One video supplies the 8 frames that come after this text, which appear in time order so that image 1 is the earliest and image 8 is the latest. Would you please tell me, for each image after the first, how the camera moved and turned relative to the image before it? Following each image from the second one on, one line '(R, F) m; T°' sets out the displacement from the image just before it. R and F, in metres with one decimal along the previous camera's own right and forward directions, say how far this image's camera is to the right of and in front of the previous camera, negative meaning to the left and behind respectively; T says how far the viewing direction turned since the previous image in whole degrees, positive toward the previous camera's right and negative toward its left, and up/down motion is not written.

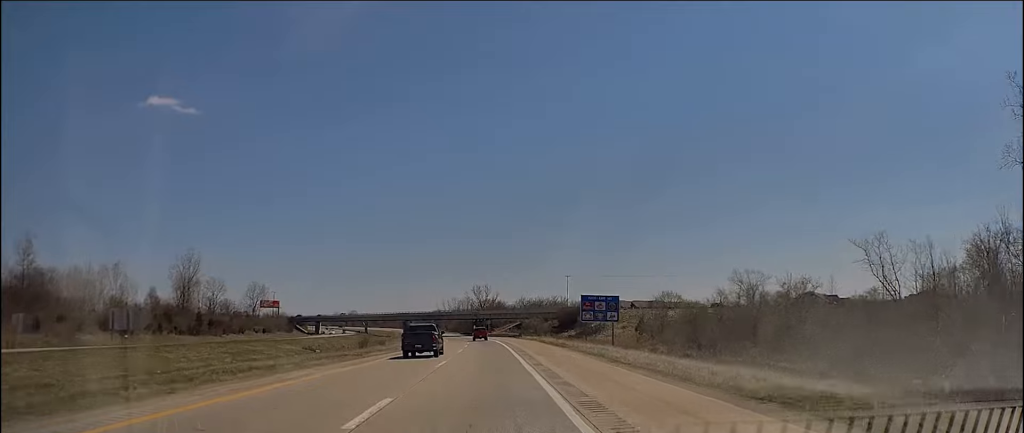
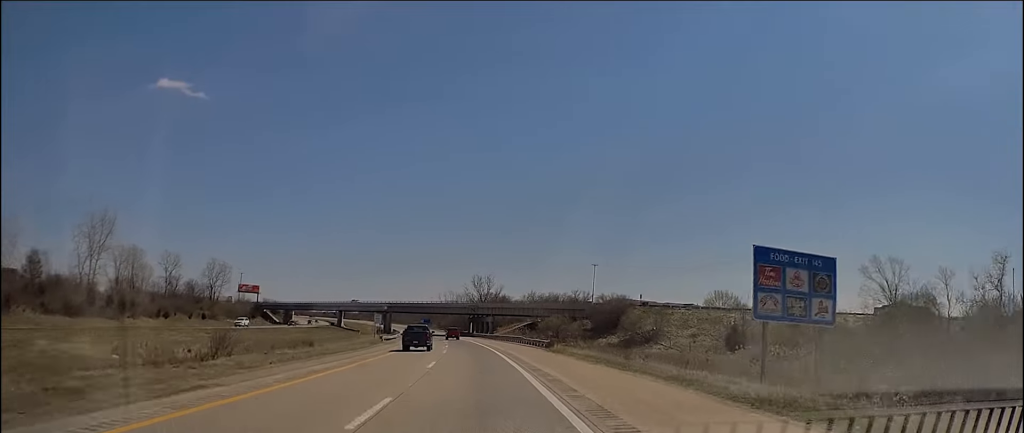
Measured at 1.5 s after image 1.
(+0.3, +44.5) m; 0°
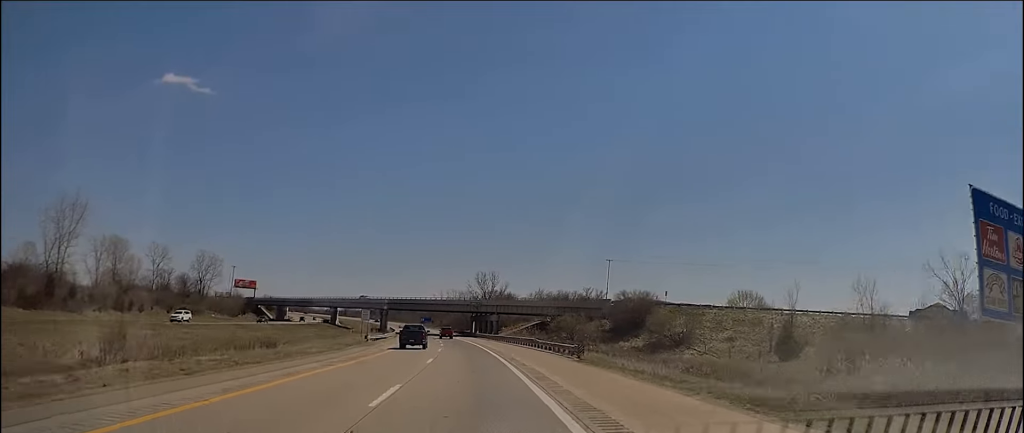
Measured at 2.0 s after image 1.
(-0.1, +12.6) m; 0°
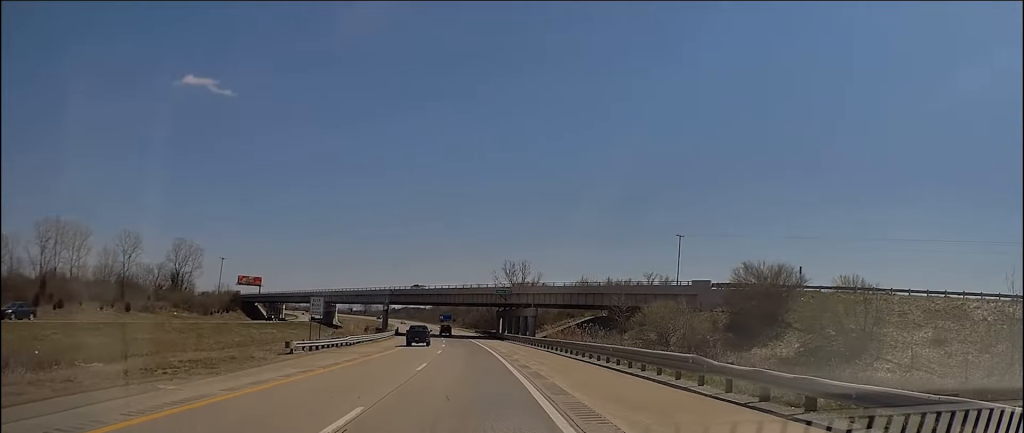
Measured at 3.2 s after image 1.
(+0.1, +34.7) m; -1°
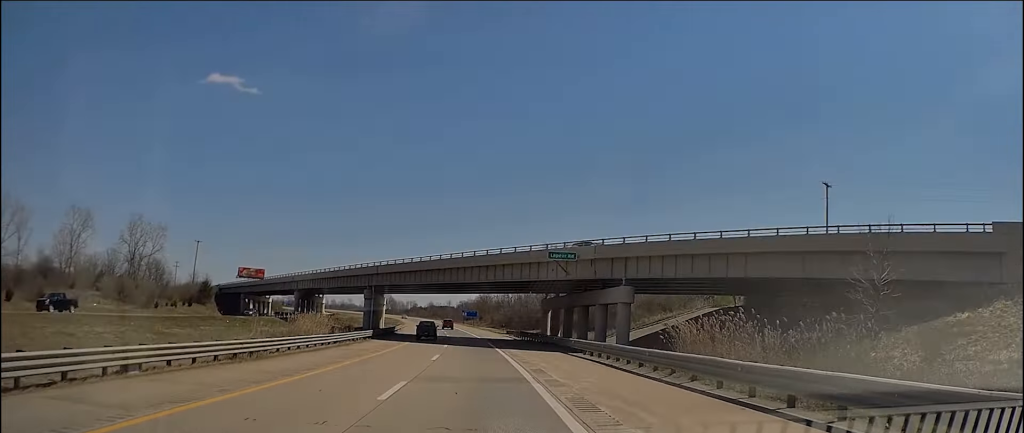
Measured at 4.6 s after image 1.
(-1.6, +40.4) m; -4°
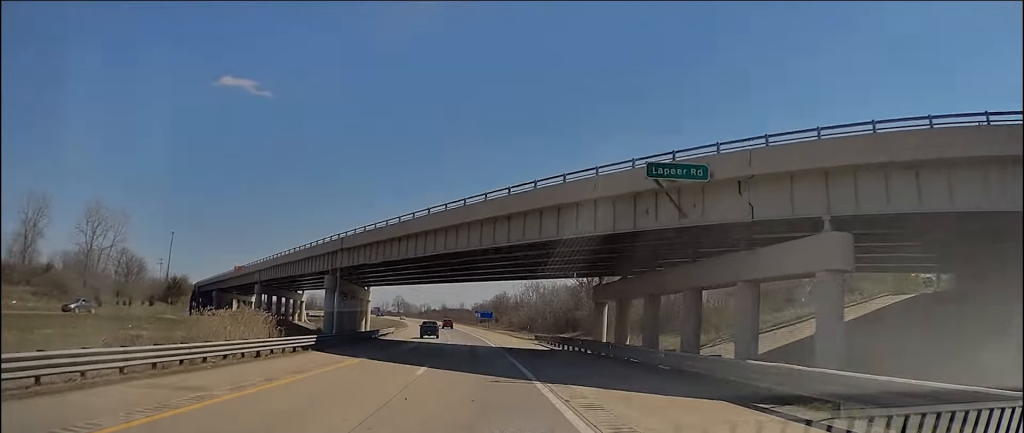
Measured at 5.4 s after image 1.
(-0.4, +24.1) m; -1°
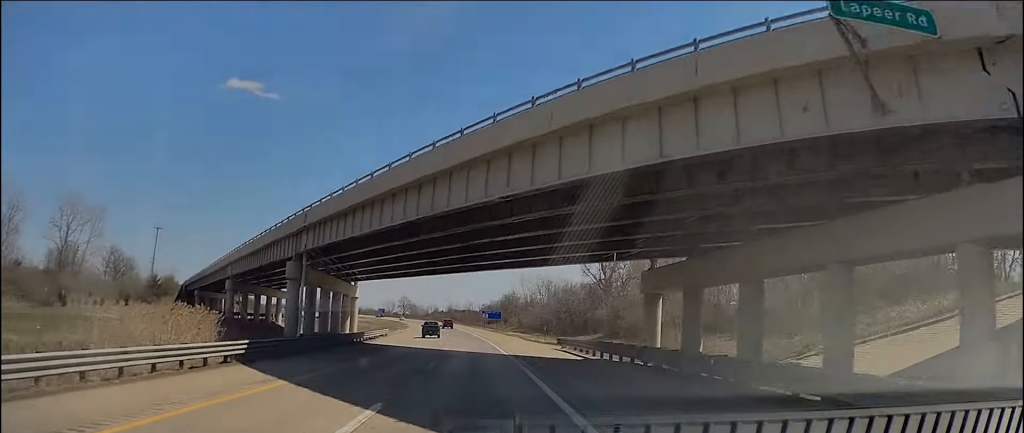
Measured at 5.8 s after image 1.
(0.0, +11.6) m; 0°
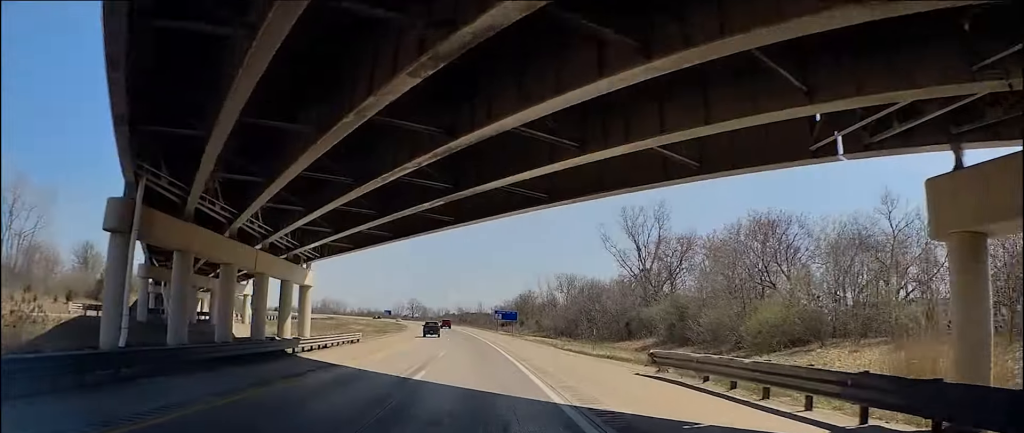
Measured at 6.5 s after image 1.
(0.0, +21.3) m; -1°
